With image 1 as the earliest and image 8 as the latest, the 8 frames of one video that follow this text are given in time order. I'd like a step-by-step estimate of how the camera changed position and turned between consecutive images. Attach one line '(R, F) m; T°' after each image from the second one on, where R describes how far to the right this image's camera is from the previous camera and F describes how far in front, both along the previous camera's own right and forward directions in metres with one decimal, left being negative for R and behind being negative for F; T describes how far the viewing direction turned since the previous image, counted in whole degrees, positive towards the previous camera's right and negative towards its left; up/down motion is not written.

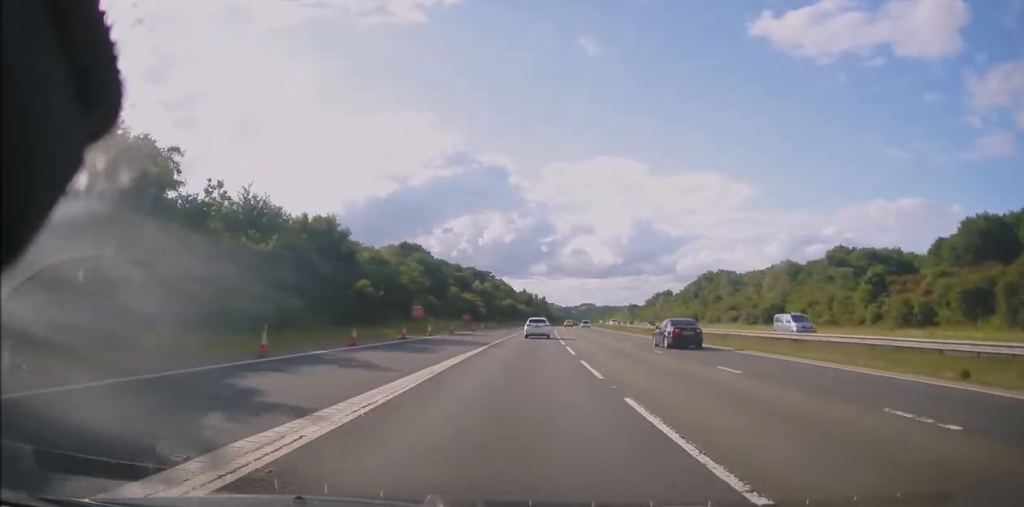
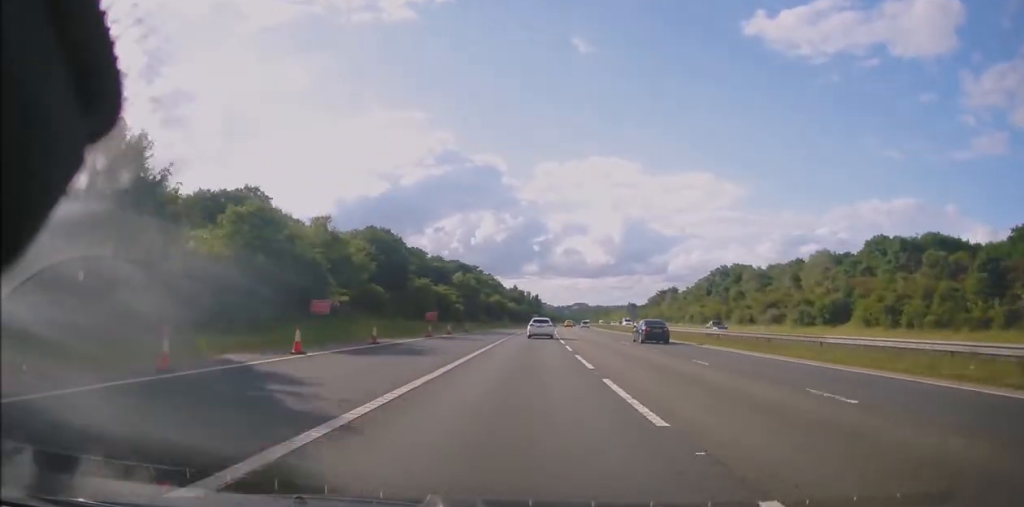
(+0.3, +24.4) m; 0°
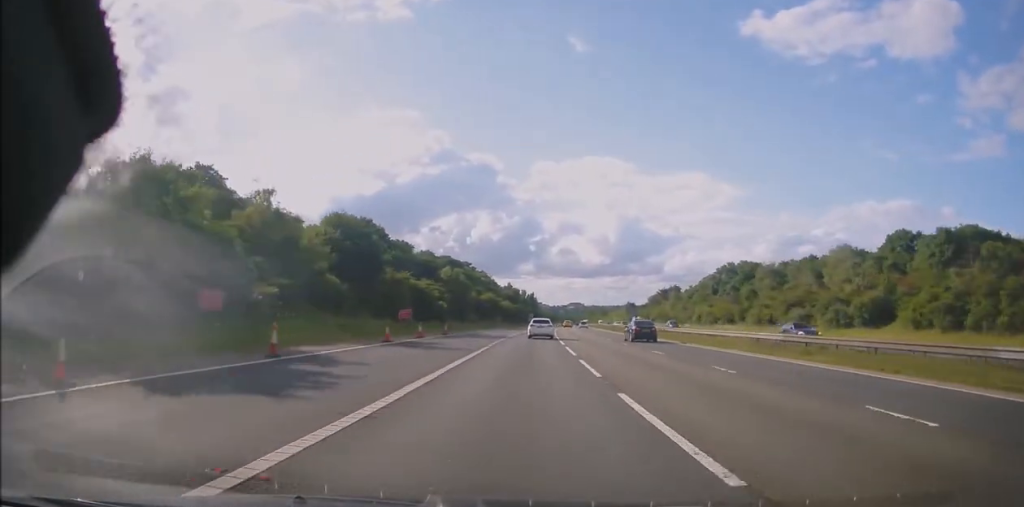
(-0.1, +11.1) m; +1°
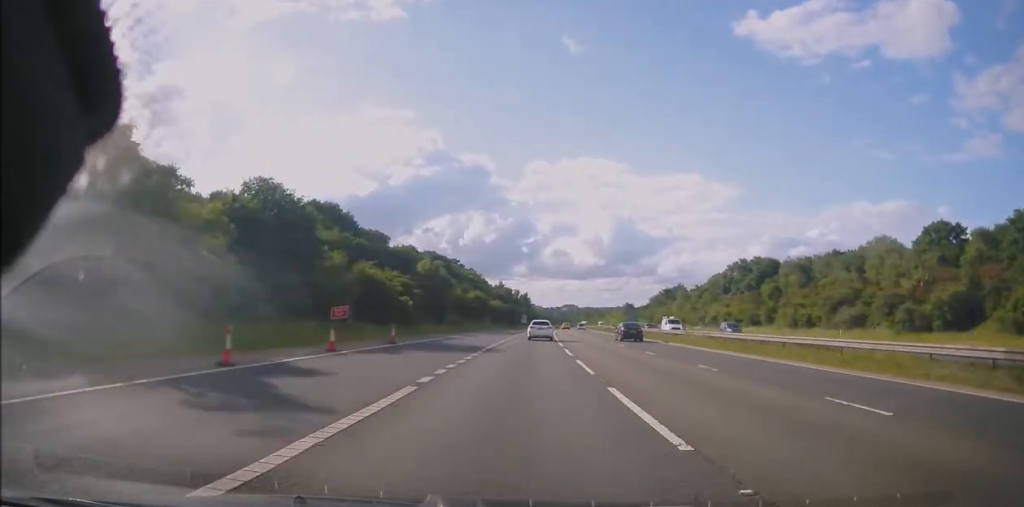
(-0.2, +16.3) m; +1°
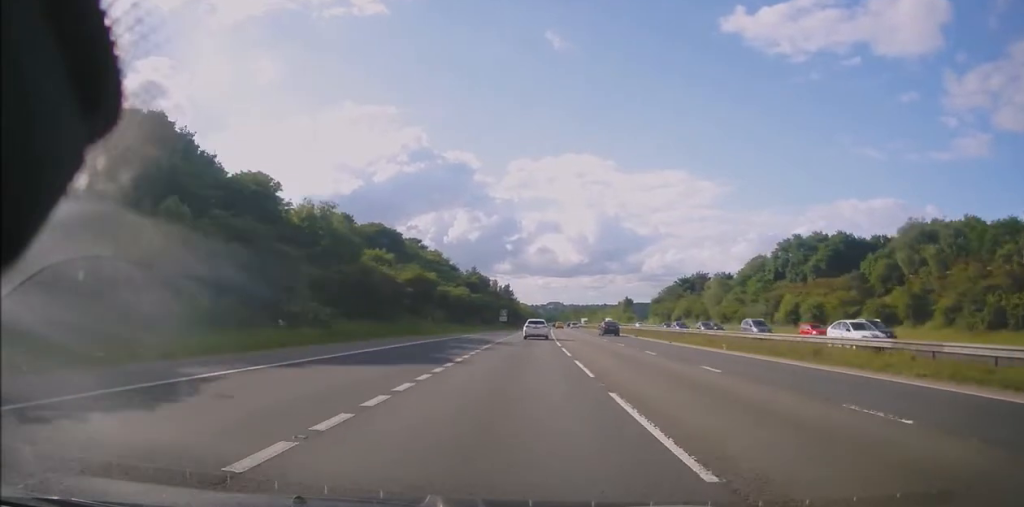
(+0.8, +45.1) m; 0°
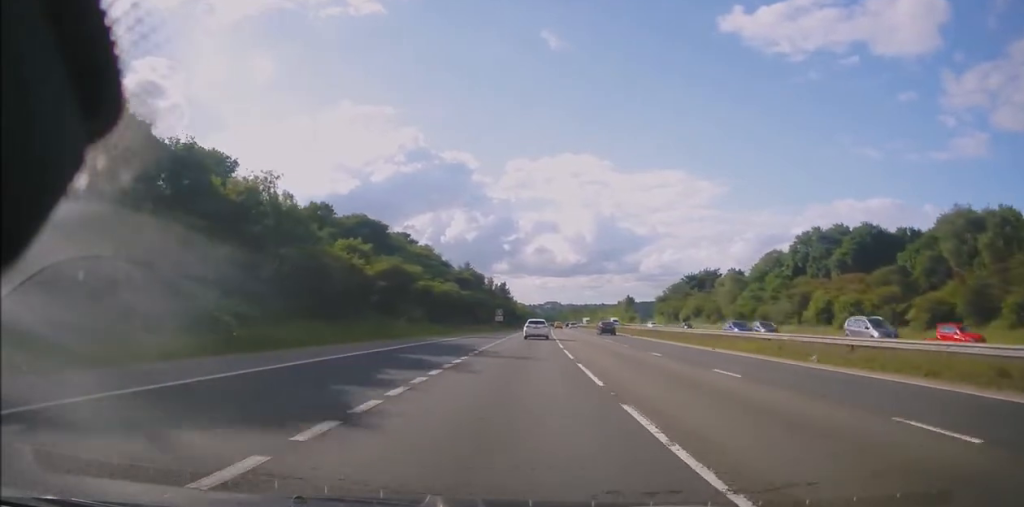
(0.0, +10.4) m; 0°
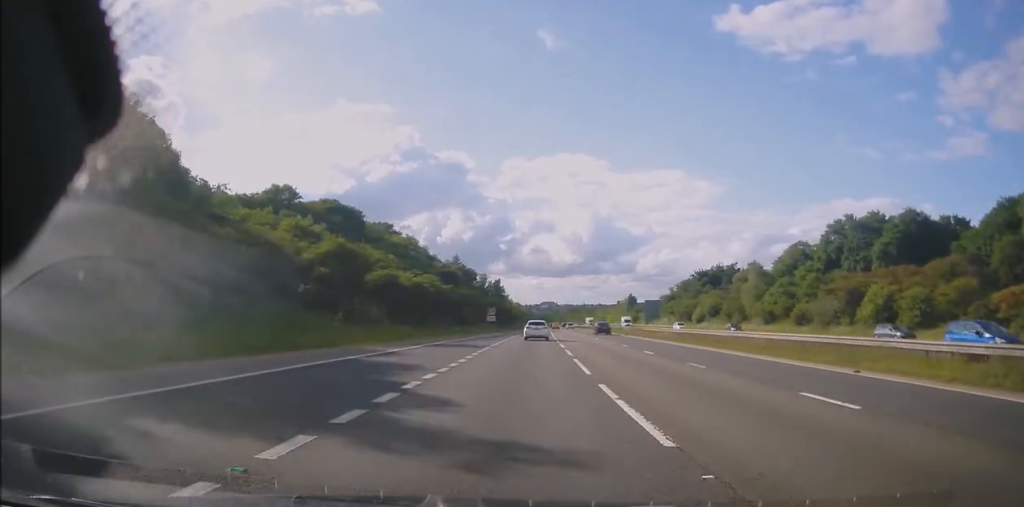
(-0.1, +14.8) m; +1°
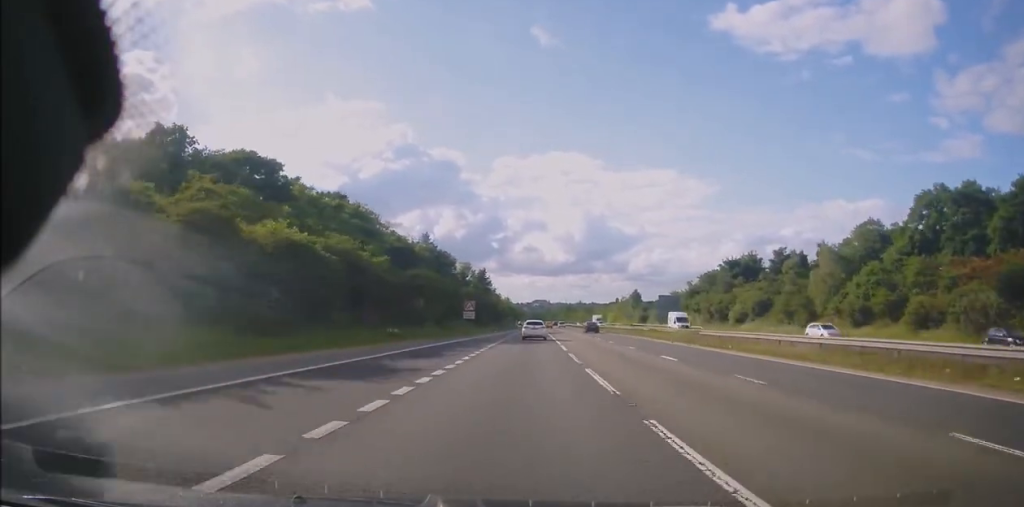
(+0.6, +28.7) m; +1°
